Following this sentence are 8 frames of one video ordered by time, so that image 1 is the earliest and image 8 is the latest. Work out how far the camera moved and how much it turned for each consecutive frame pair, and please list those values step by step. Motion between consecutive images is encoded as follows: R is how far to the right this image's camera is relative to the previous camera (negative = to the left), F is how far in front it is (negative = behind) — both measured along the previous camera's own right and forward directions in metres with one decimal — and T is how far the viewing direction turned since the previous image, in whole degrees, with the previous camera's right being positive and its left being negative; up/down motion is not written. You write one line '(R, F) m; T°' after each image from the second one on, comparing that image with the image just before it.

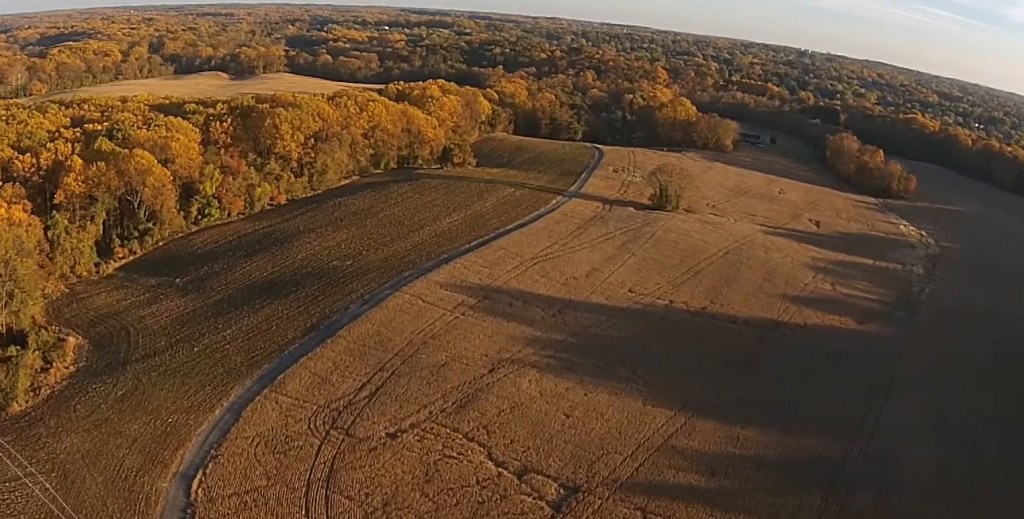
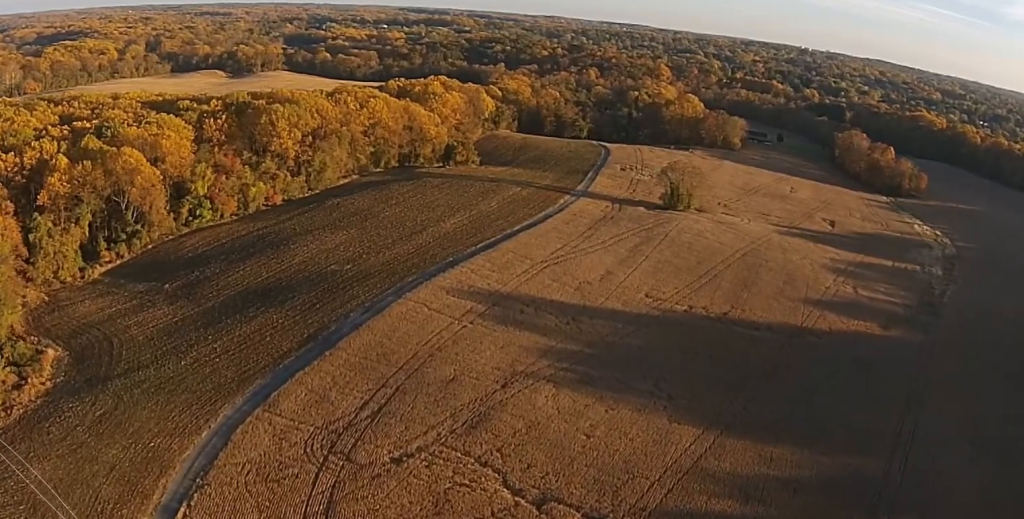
(0.0, +14.4) m; +1°
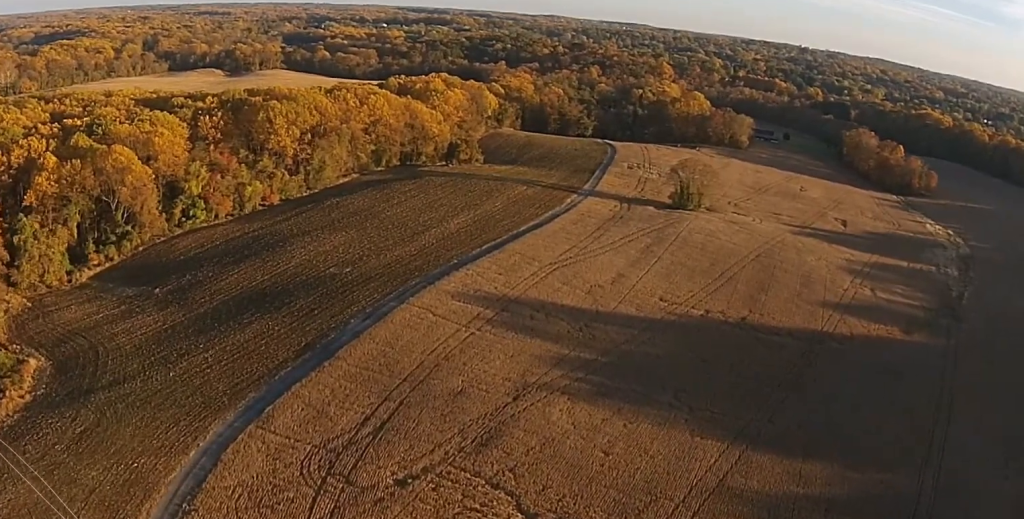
(+0.1, +10.7) m; +1°
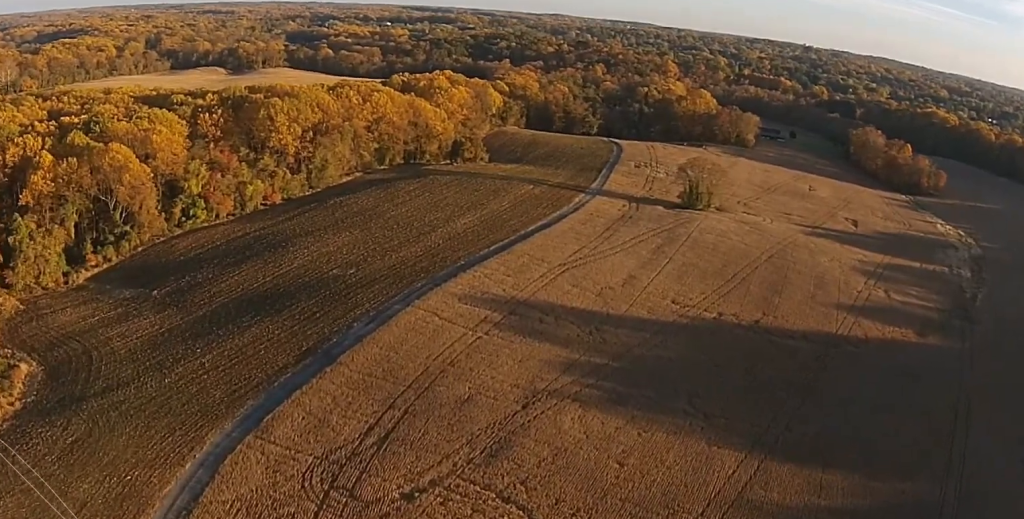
(0.0, +6.2) m; 0°
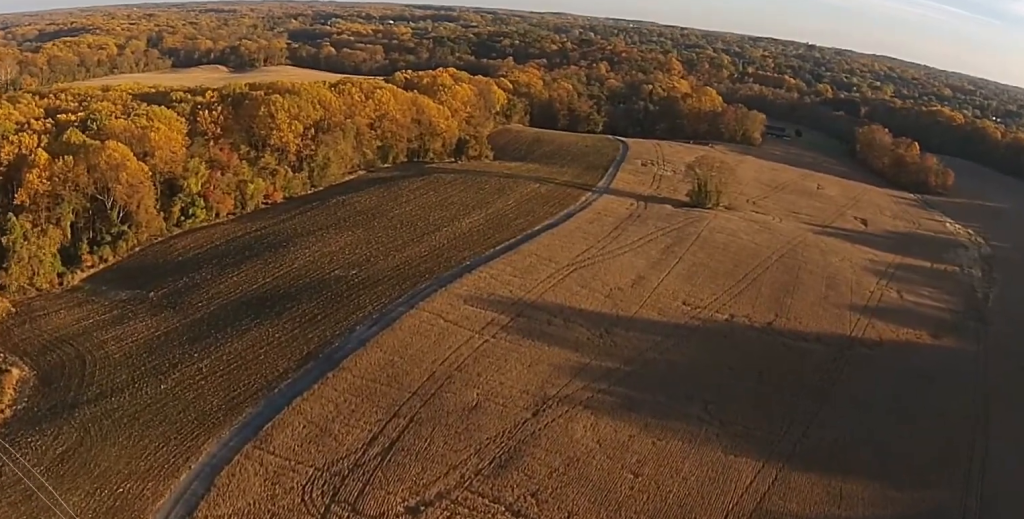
(0.0, +5.9) m; 0°
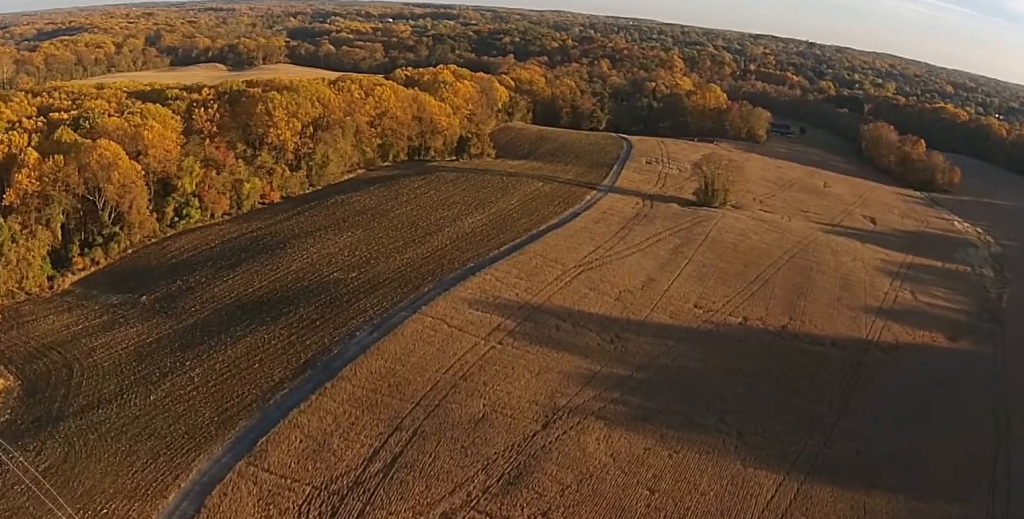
(0.0, +7.6) m; 0°
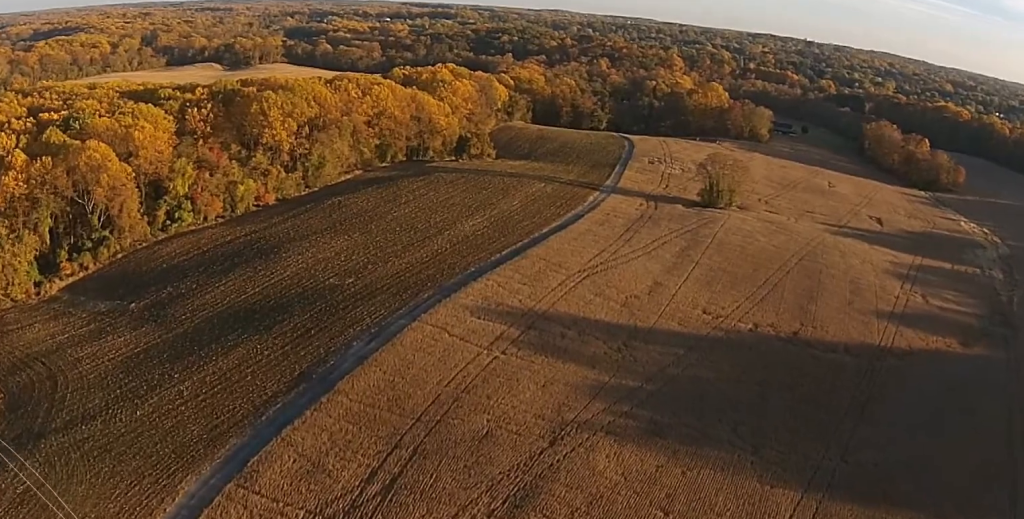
(0.0, +7.3) m; 0°
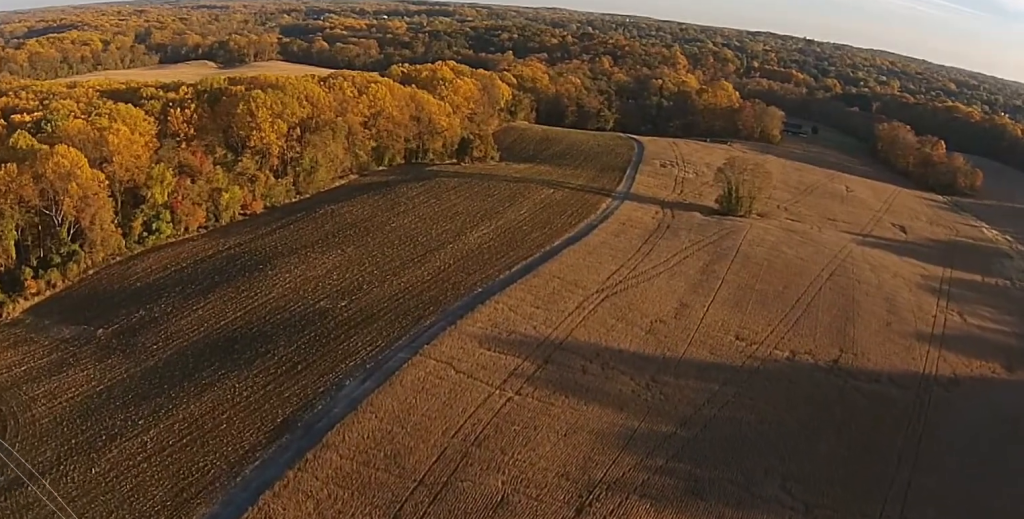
(0.0, +20.1) m; 0°
